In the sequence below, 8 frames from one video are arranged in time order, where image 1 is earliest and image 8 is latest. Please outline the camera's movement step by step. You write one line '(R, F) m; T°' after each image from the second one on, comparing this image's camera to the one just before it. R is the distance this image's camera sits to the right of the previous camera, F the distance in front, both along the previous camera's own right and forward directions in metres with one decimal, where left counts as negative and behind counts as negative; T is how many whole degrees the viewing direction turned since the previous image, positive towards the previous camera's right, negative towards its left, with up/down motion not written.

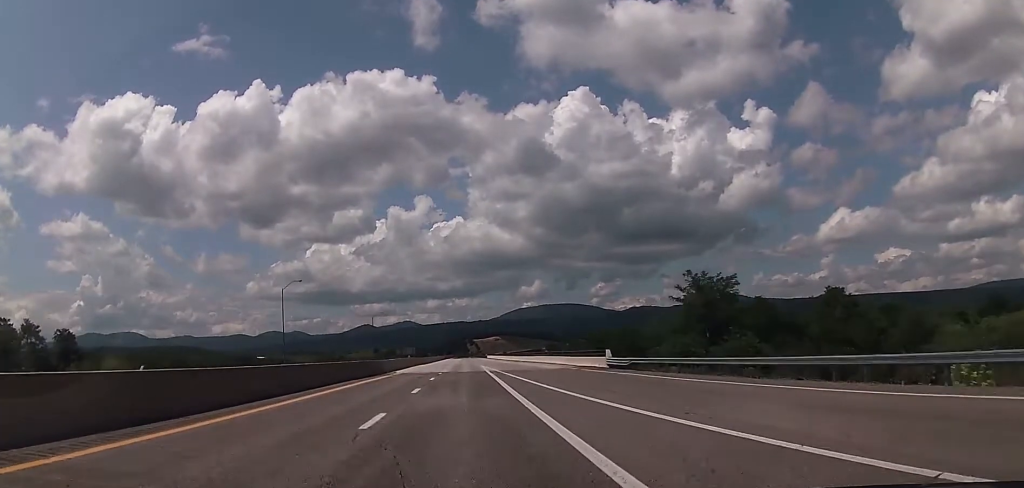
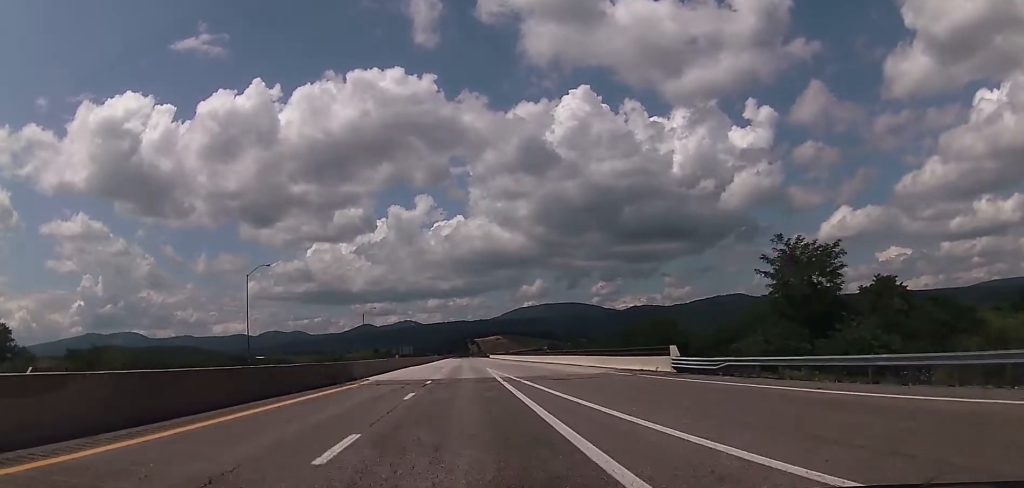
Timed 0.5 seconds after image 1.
(-0.1, +16.5) m; 0°
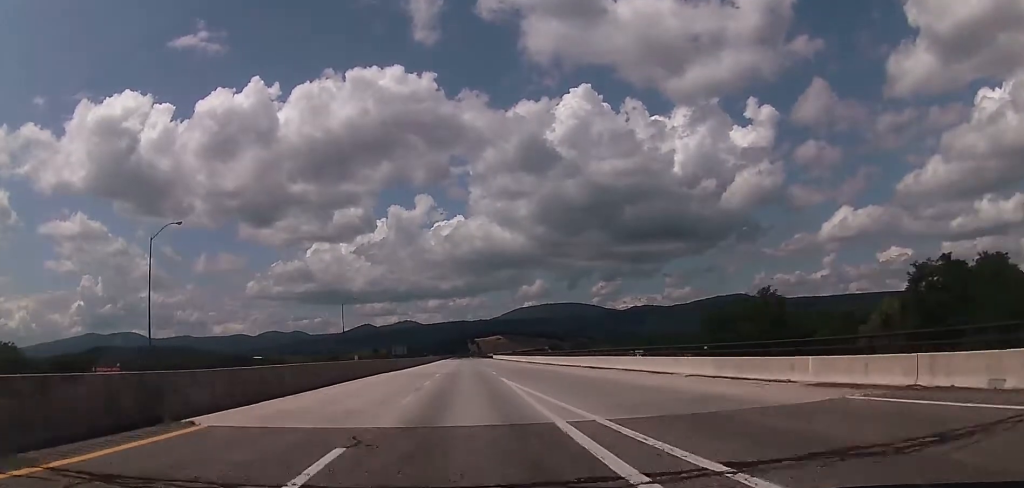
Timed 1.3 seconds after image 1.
(0.0, +26.4) m; 0°
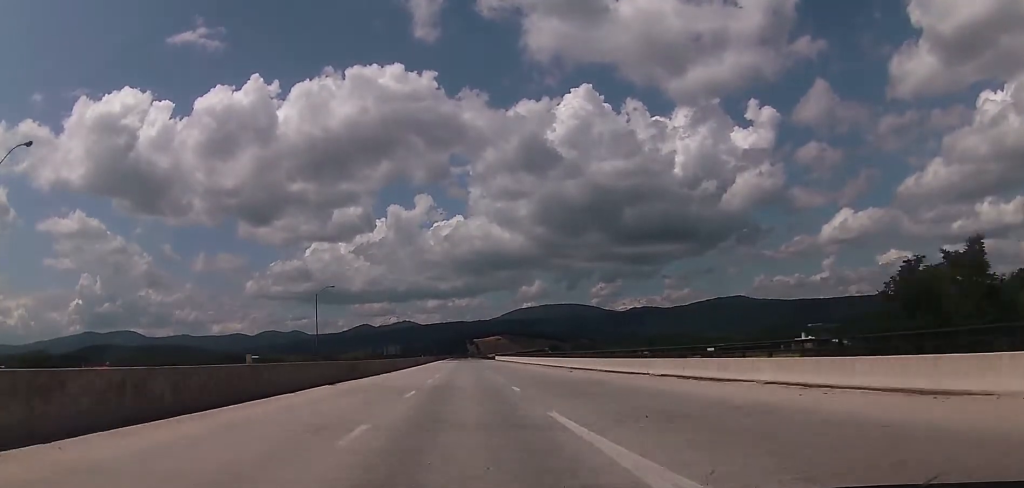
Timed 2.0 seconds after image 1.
(-0.1, +22.0) m; 0°
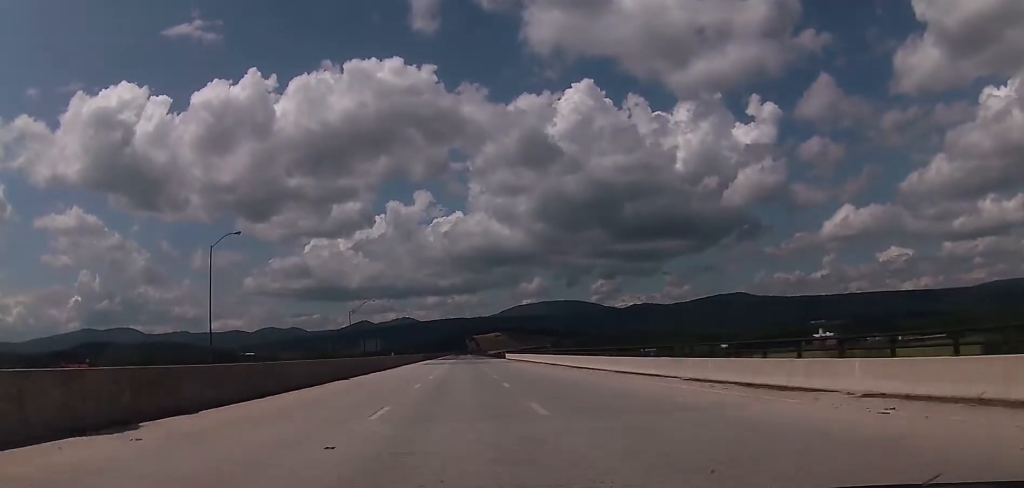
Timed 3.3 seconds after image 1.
(+0.2, +45.0) m; 0°
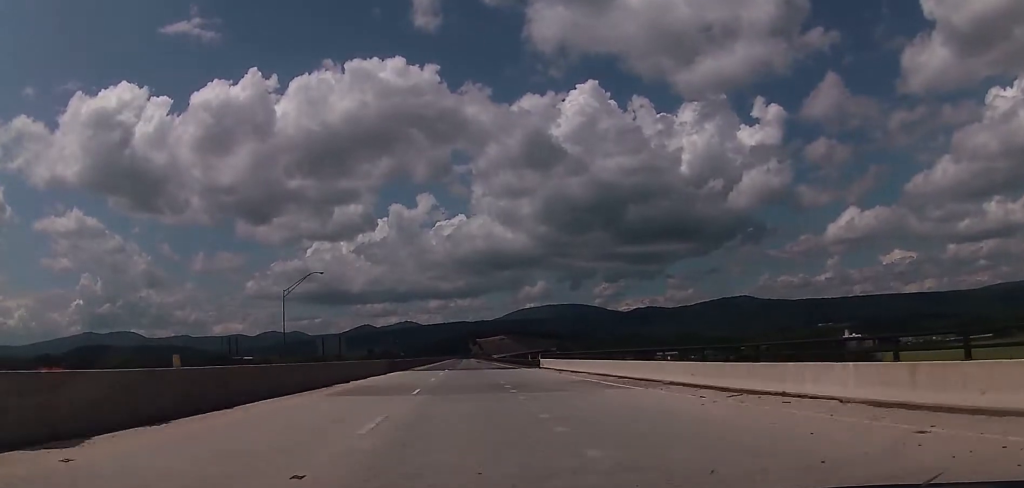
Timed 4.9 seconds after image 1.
(0.0, +51.6) m; 0°
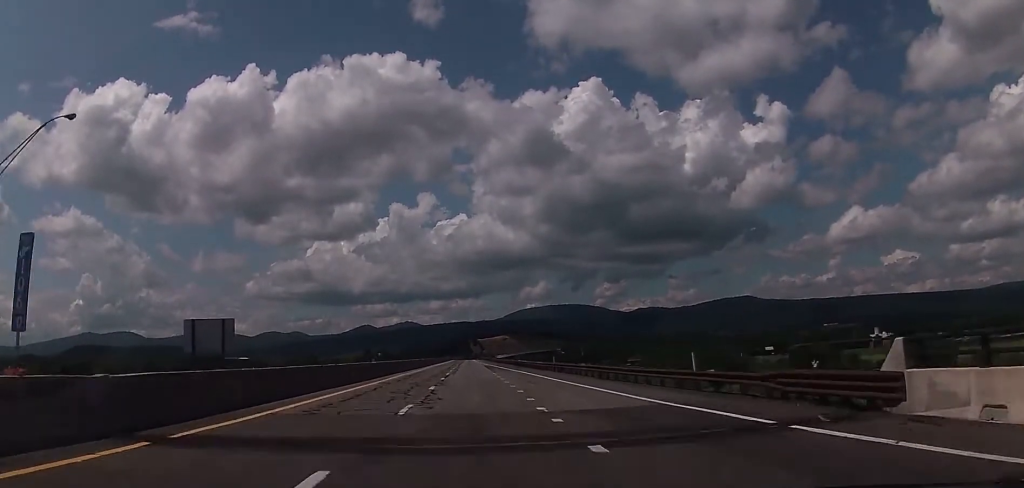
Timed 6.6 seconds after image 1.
(+0.1, +57.2) m; 0°
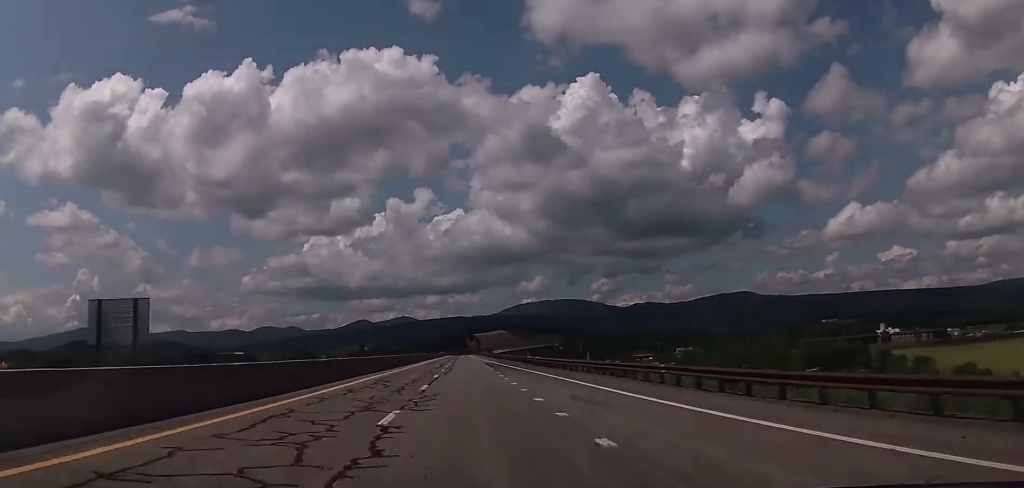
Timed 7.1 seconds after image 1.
(+0.1, +16.5) m; 0°
